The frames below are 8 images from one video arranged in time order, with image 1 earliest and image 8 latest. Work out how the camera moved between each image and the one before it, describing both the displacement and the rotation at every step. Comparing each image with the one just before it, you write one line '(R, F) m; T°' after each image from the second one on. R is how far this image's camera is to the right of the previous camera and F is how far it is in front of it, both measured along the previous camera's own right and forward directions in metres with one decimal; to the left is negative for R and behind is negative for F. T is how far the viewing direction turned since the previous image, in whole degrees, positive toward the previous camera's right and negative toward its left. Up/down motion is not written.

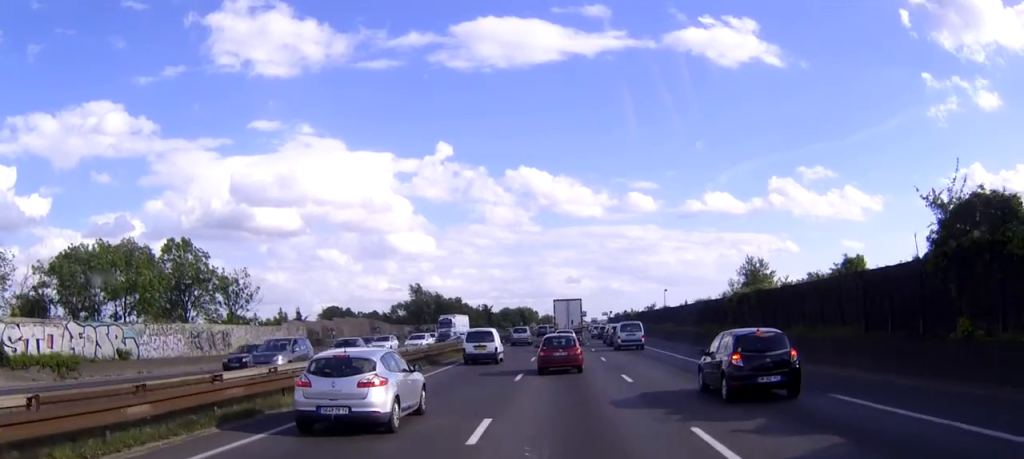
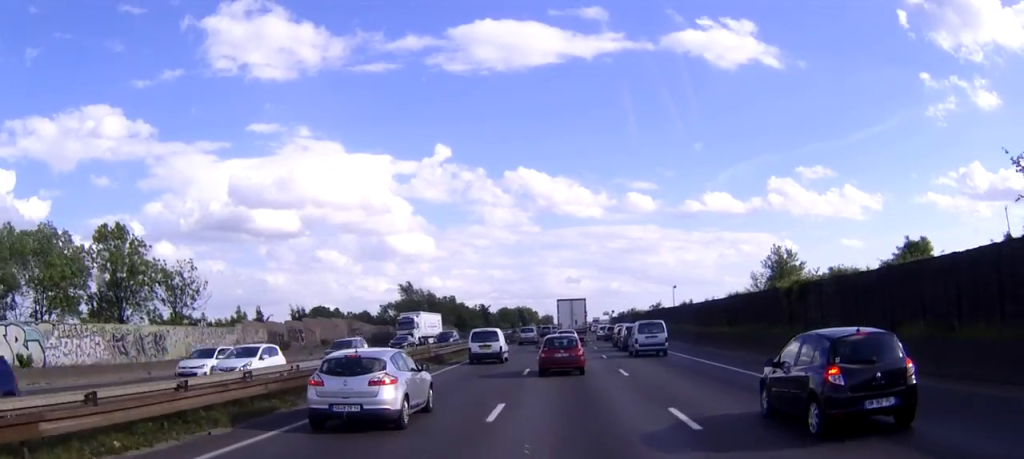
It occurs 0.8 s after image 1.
(0.0, +10.2) m; 0°
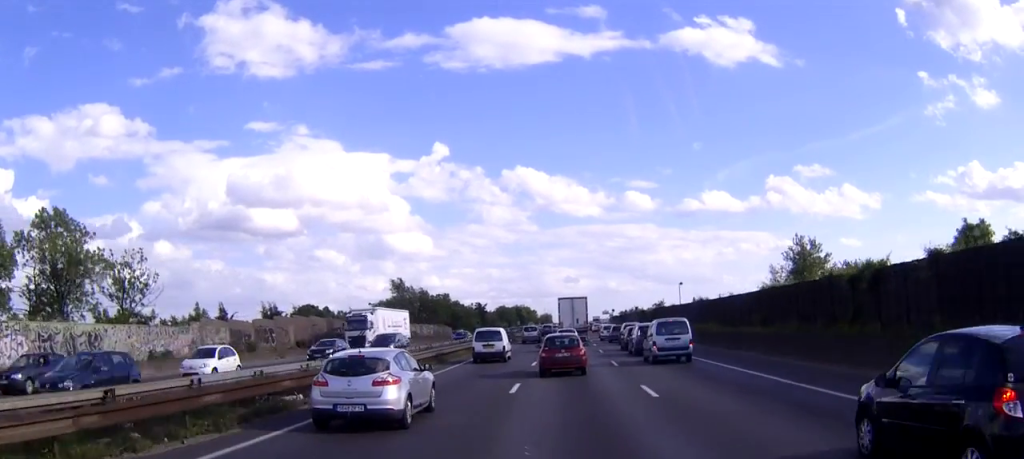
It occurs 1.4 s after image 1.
(0.0, +7.4) m; 0°
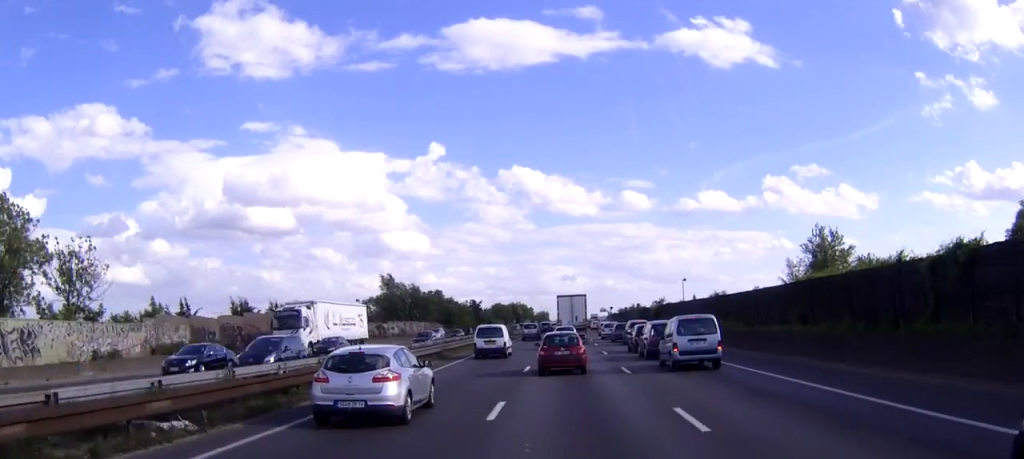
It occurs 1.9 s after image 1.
(0.0, +6.1) m; 0°
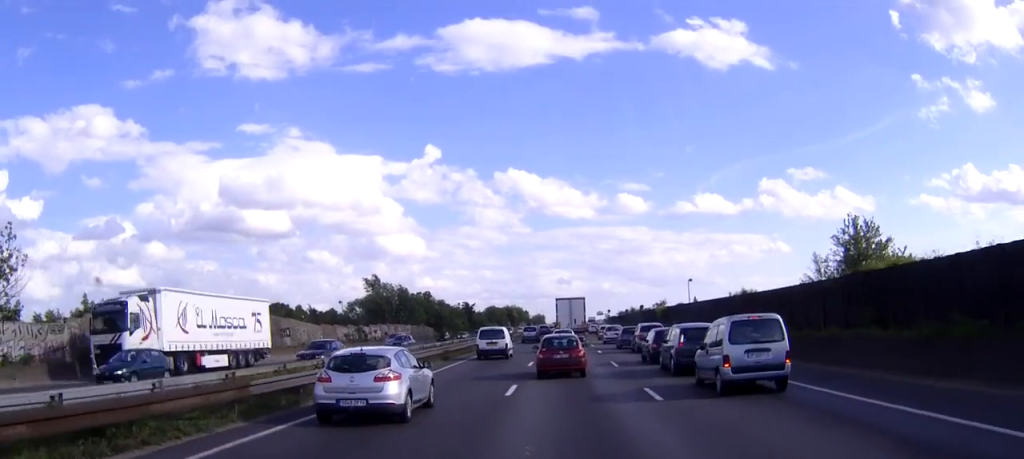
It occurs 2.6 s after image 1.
(0.0, +7.9) m; 0°
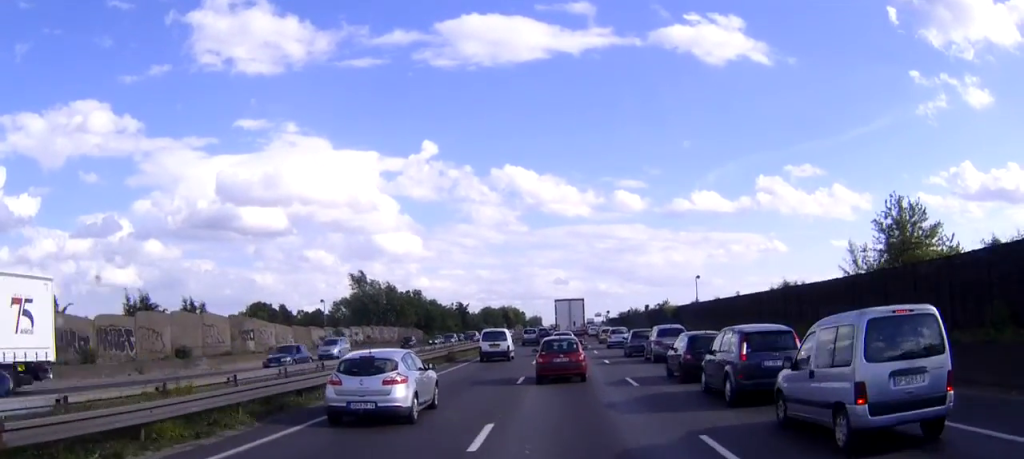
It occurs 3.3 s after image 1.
(0.0, +7.8) m; 0°
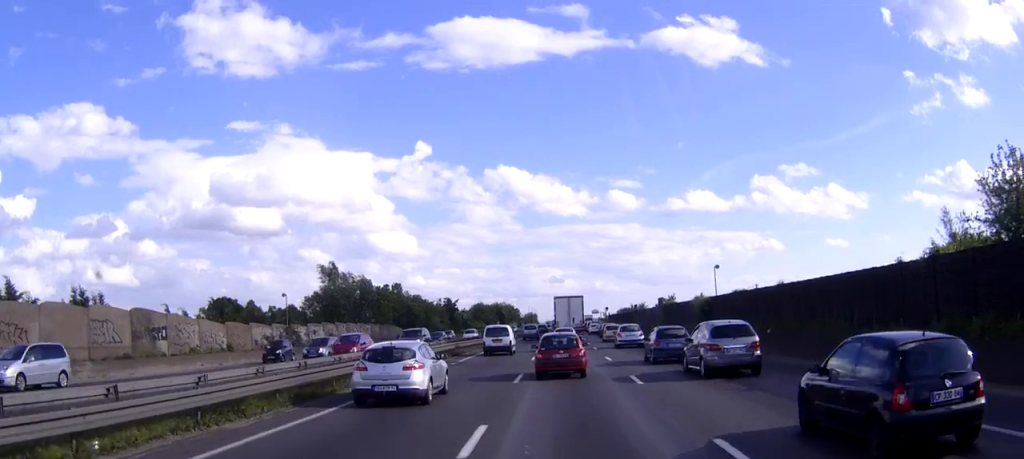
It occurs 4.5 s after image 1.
(0.0, +14.0) m; 0°
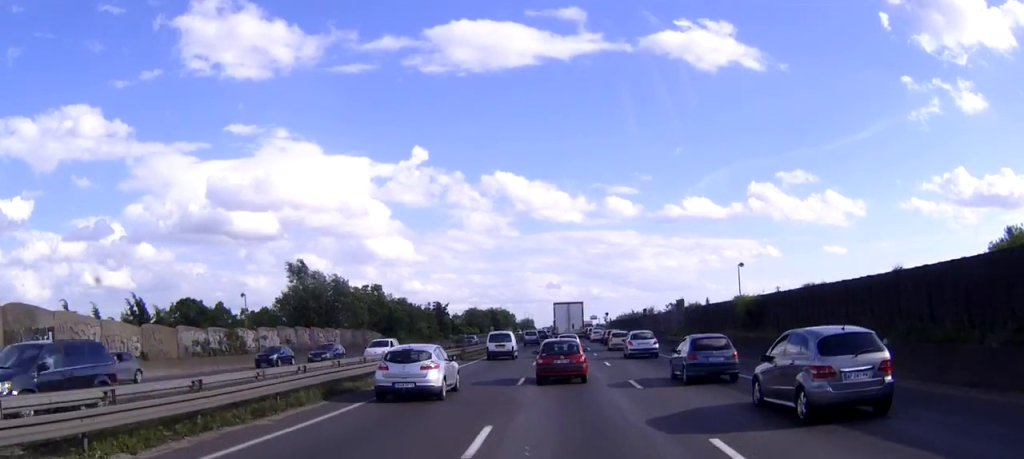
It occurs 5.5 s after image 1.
(0.0, +12.3) m; 0°
